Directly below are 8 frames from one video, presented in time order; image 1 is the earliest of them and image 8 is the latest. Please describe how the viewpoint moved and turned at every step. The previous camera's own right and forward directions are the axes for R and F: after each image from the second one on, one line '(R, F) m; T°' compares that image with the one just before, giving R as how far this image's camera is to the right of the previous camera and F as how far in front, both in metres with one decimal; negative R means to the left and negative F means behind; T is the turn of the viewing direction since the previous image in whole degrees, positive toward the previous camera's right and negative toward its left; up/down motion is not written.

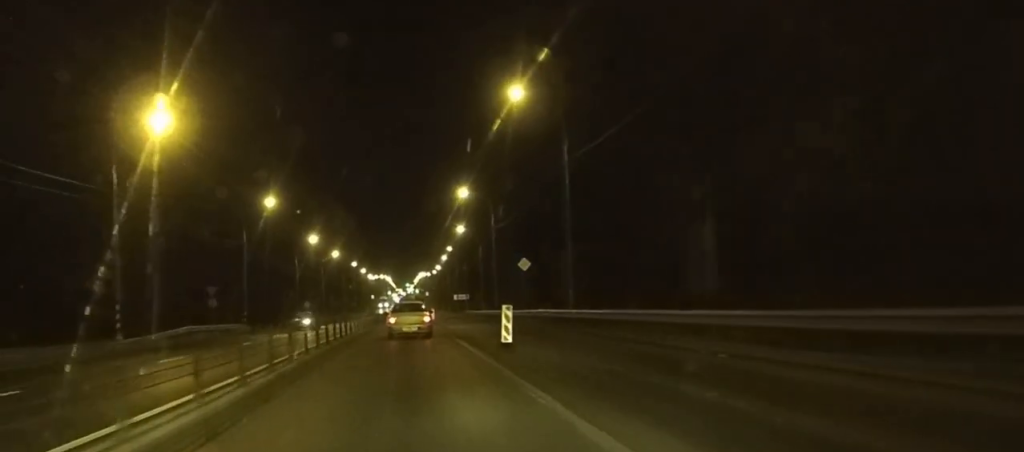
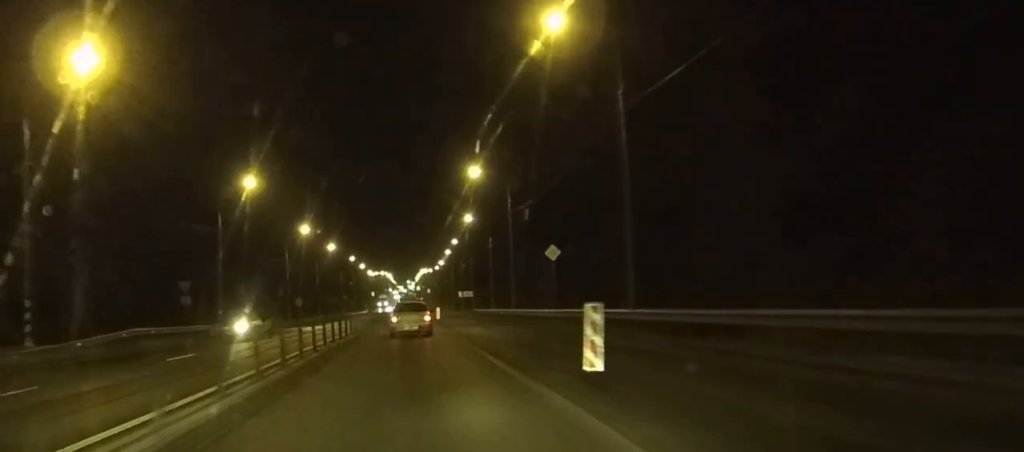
(0.0, +11.0) m; 0°
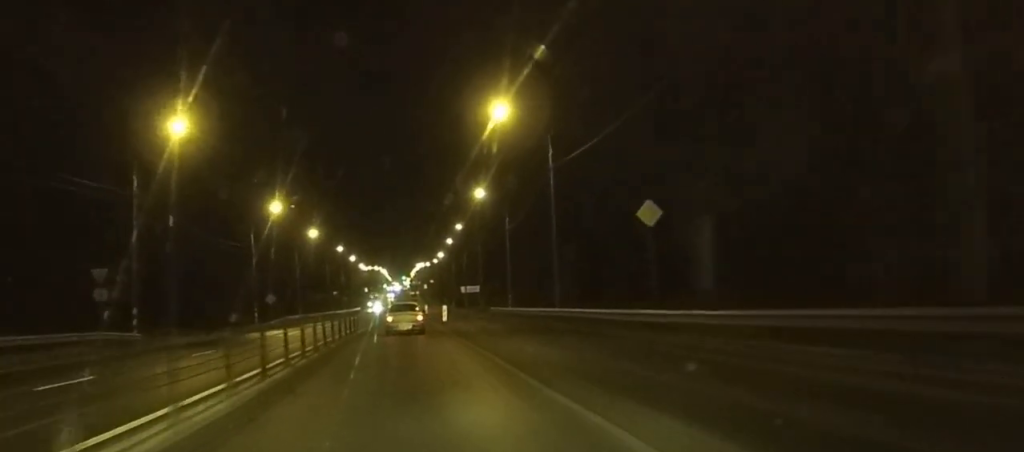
(0.0, +20.5) m; 0°
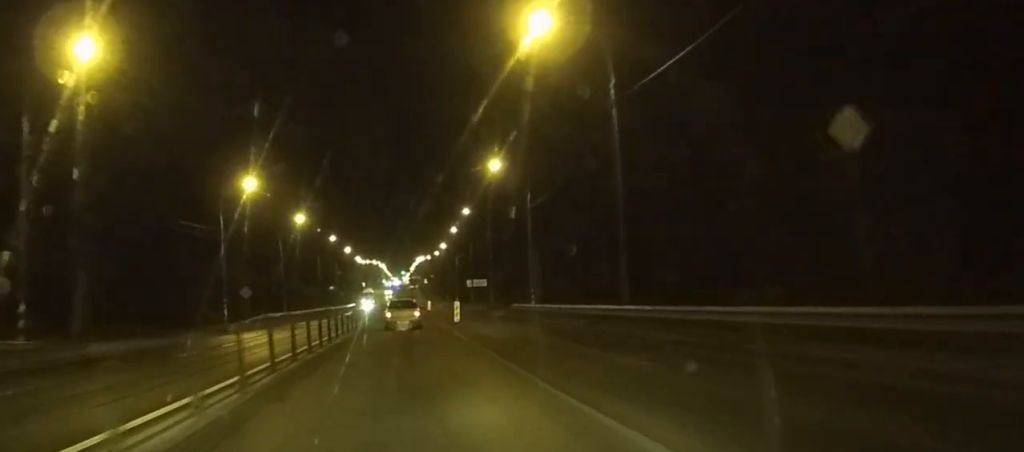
(0.0, +14.1) m; 0°
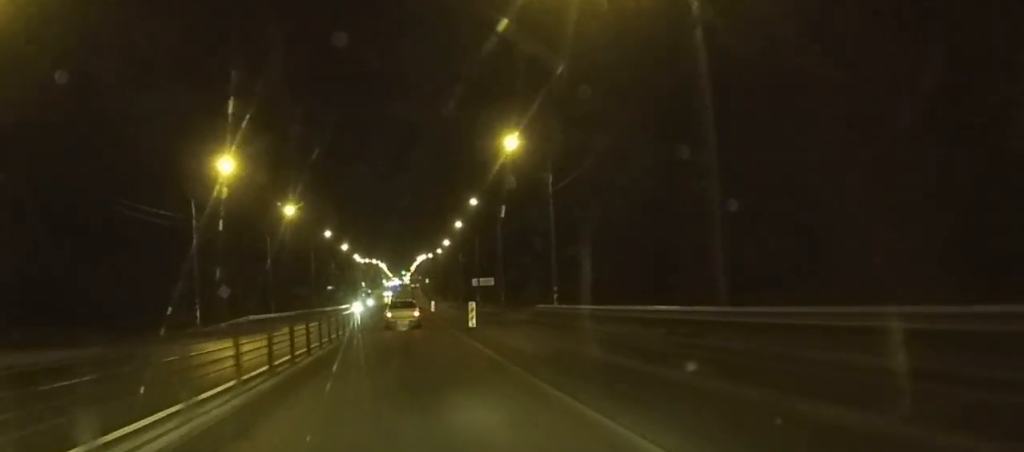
(+0.1, +9.7) m; 0°
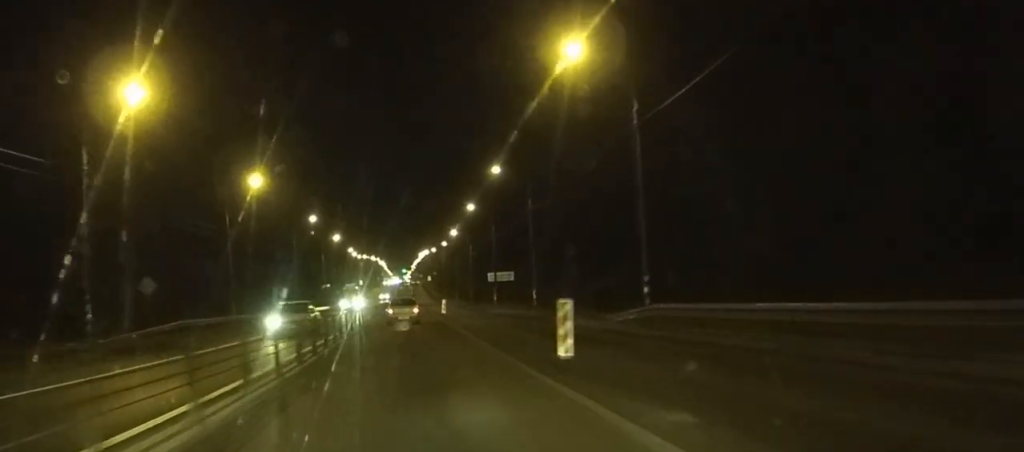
(-0.2, +21.1) m; 0°
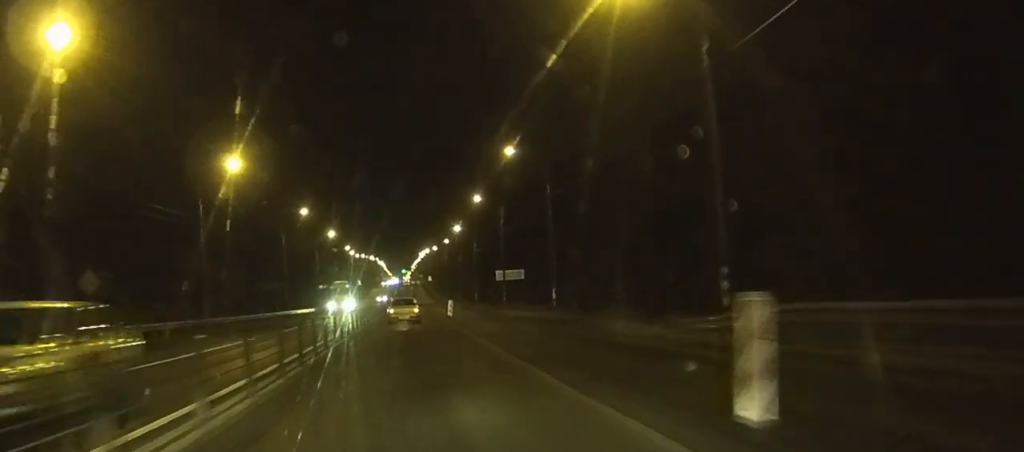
(0.0, +8.8) m; 0°
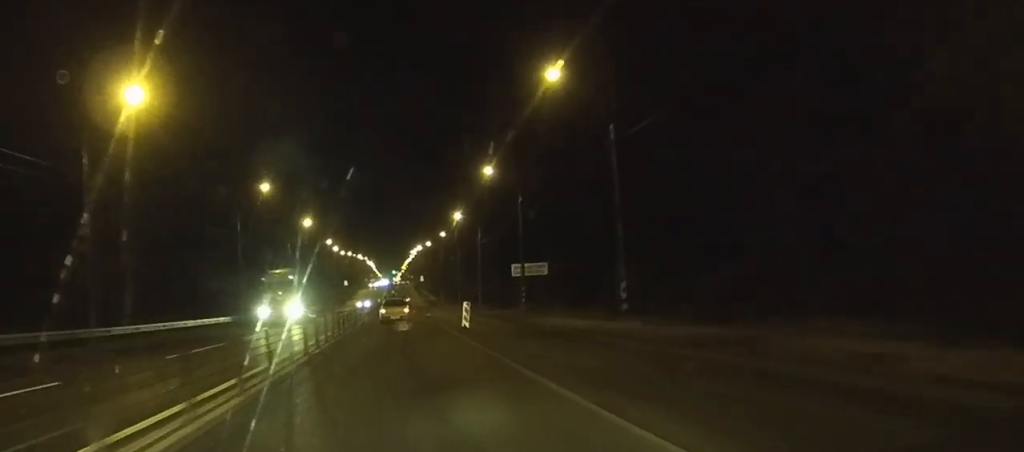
(+0.1, +20.4) m; 0°
